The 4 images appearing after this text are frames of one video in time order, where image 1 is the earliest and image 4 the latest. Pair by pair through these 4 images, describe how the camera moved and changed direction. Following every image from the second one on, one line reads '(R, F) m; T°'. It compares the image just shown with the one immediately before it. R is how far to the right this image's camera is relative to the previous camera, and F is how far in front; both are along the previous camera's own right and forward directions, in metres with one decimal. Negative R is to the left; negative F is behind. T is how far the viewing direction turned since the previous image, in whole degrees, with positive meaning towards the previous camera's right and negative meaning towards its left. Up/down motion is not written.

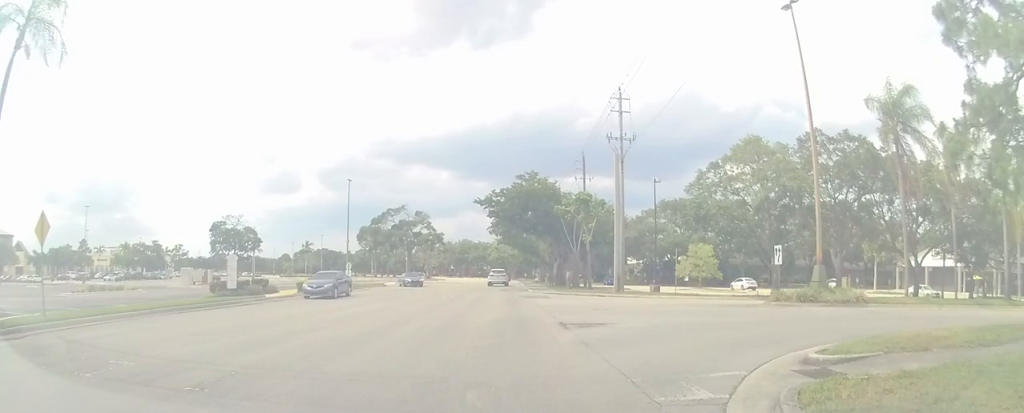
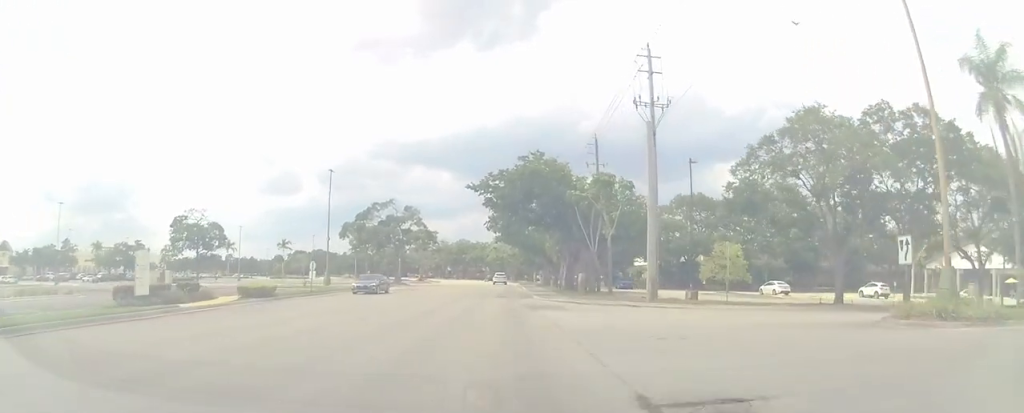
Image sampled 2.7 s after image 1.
(+0.1, +7.0) m; +4°
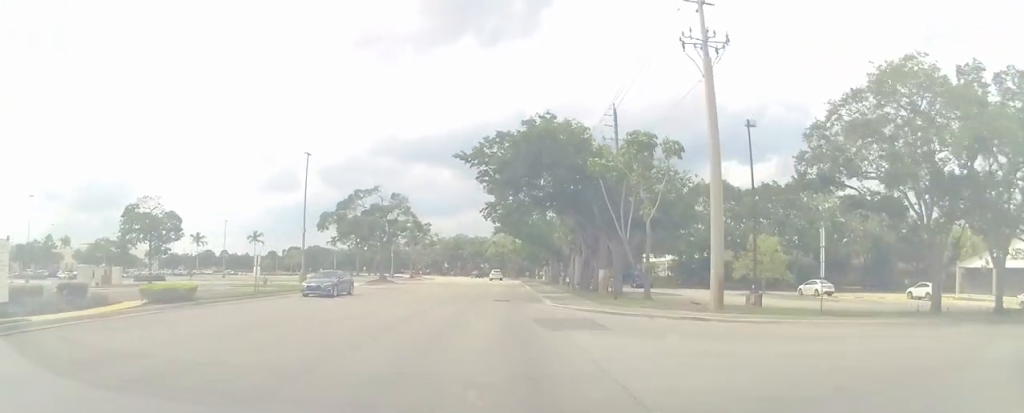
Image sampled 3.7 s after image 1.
(+0.1, +7.7) m; 0°
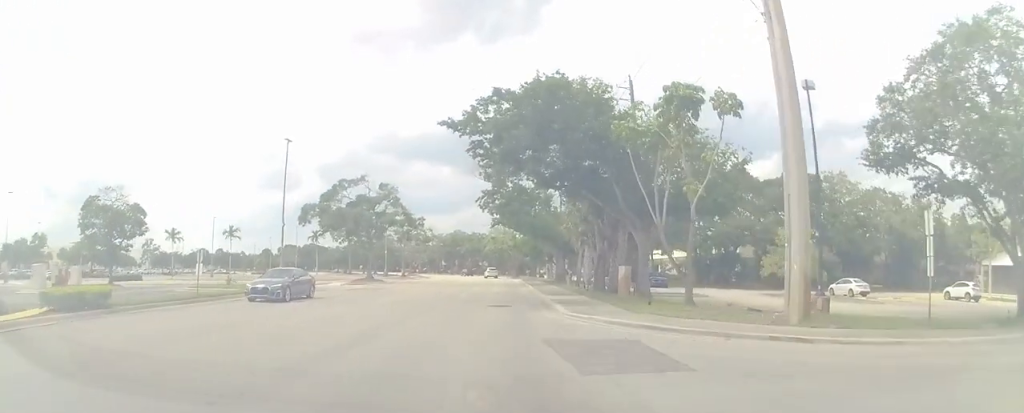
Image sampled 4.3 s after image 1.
(-0.1, +5.4) m; -1°
